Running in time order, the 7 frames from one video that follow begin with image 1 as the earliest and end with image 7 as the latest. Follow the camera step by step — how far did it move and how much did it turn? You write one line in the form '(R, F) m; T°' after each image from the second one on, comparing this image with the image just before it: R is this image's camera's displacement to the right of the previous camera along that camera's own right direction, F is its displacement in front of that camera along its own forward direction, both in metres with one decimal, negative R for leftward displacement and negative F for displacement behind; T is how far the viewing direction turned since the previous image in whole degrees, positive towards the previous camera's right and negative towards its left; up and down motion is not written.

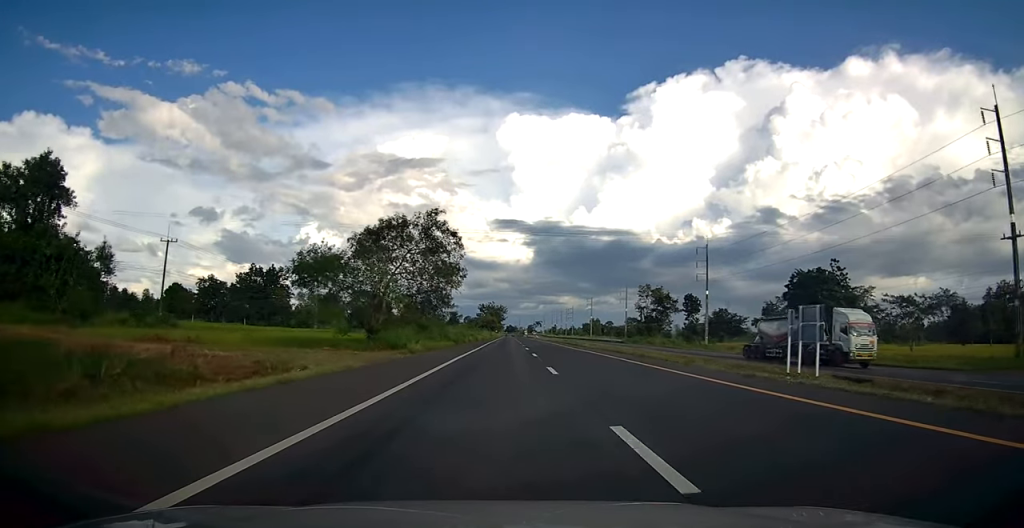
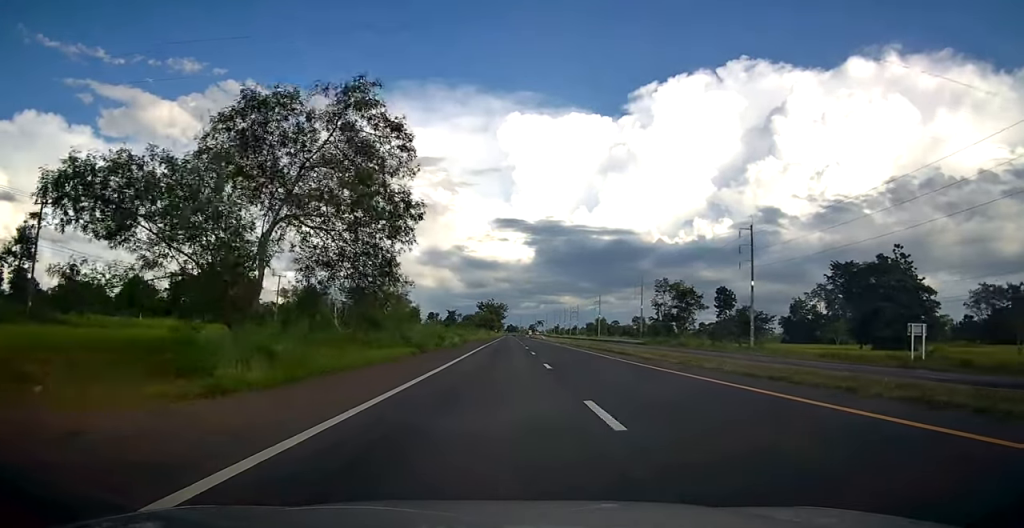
(-0.1, +21.3) m; 0°
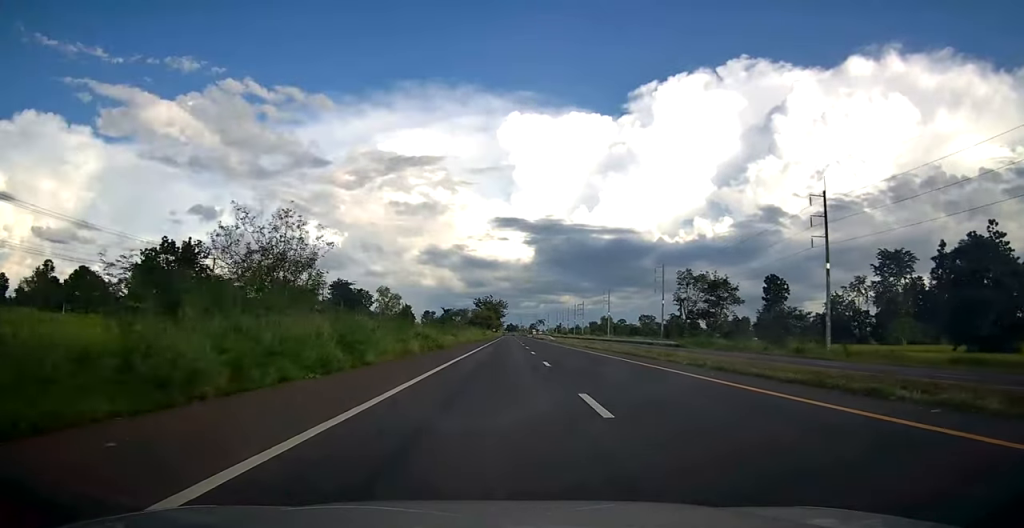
(+0.1, +23.3) m; 0°
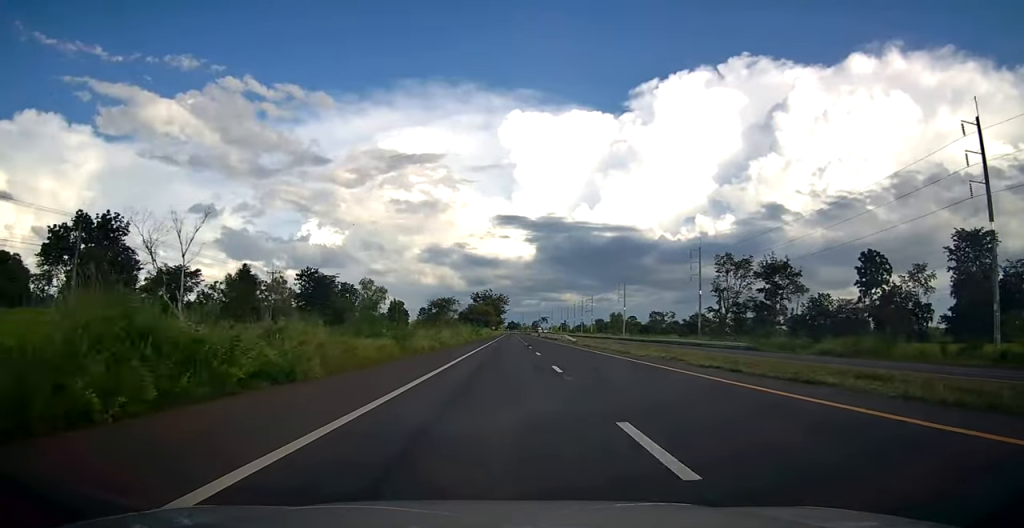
(-0.2, +27.4) m; 0°
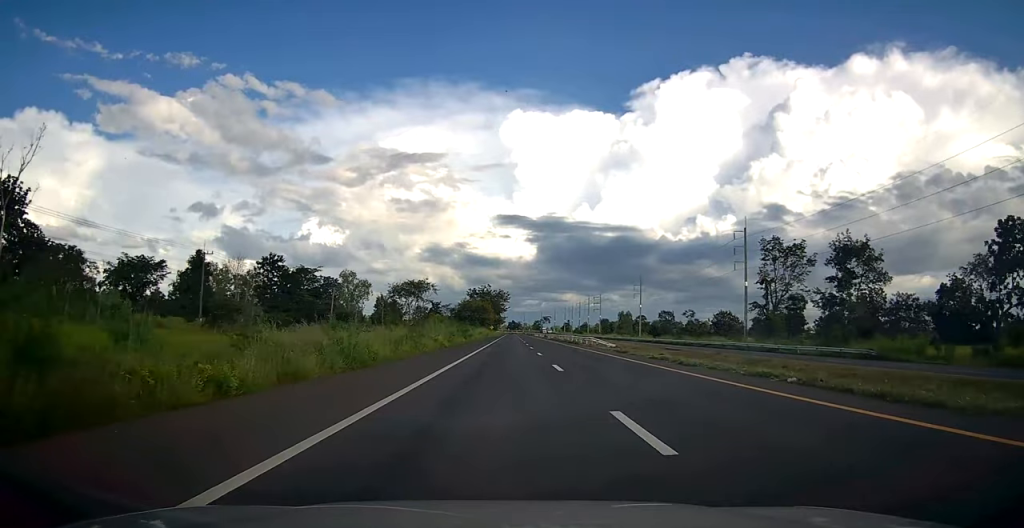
(0.0, +23.0) m; 0°
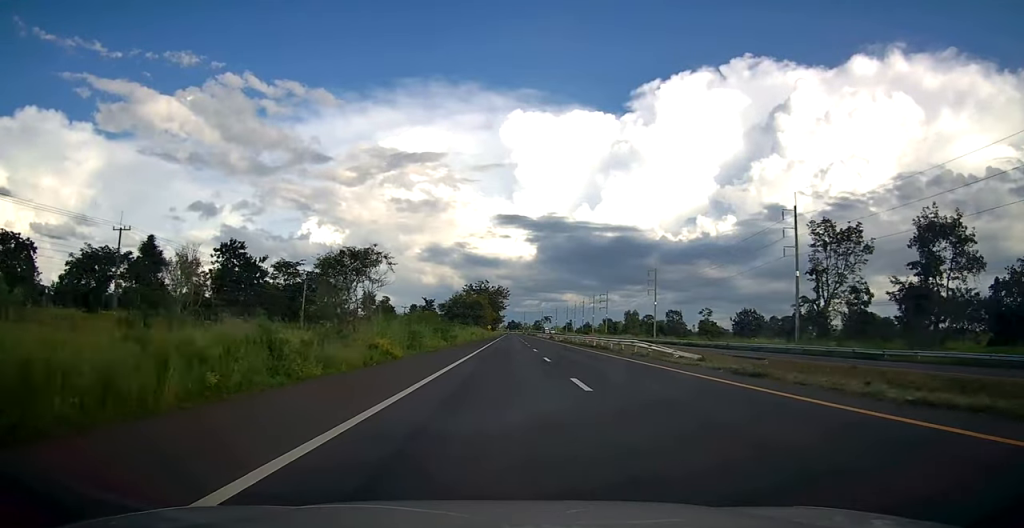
(0.0, +17.8) m; 0°
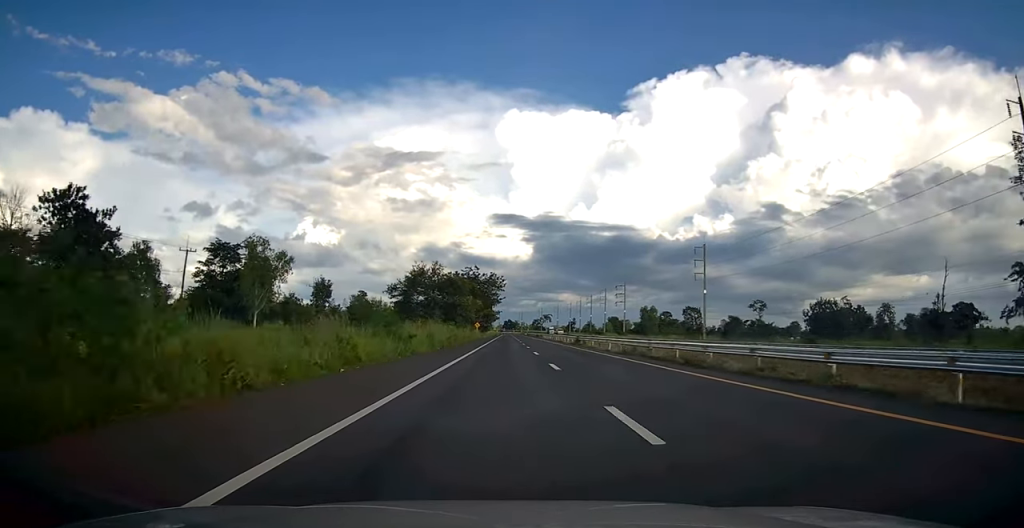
(+0.1, +41.7) m; 0°
